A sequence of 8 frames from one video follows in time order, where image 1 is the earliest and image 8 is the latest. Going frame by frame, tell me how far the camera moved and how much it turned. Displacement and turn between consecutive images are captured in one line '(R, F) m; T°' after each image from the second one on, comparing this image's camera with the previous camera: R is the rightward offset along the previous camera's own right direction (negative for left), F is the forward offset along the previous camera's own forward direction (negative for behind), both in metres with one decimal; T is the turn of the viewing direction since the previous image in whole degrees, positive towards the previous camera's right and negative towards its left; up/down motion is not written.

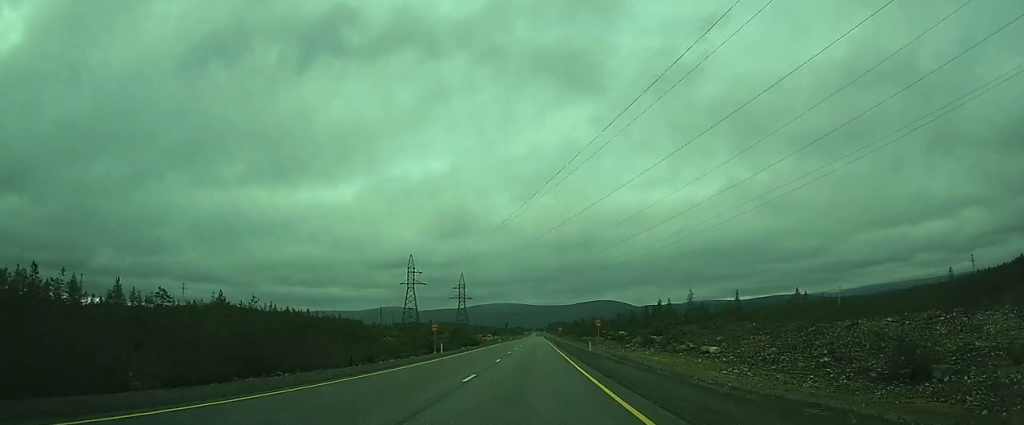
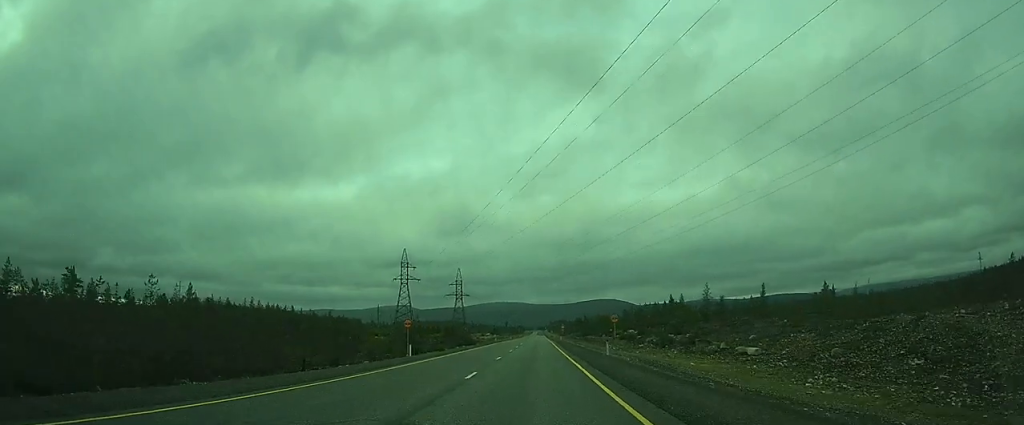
(0.0, +11.7) m; 0°
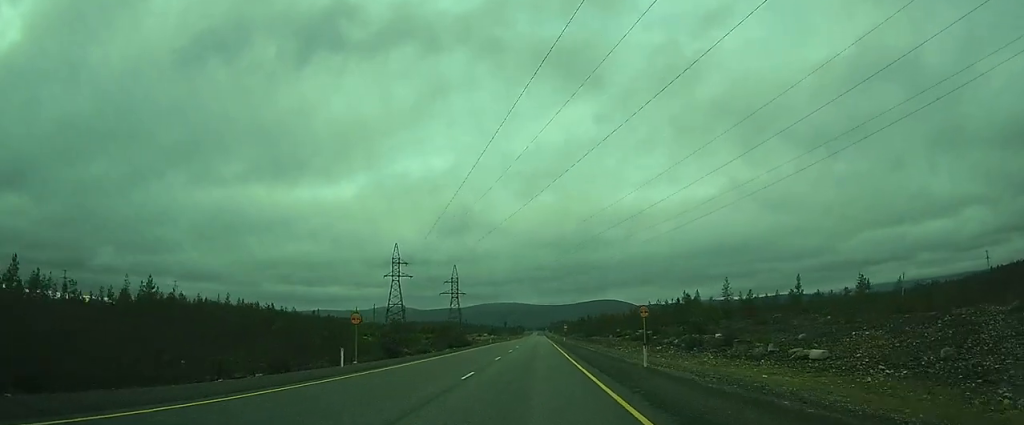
(0.0, +12.5) m; 0°
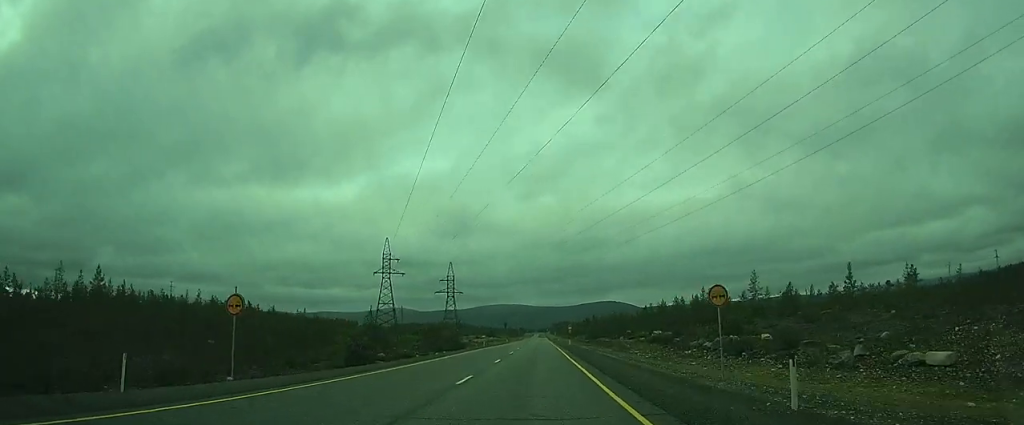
(0.0, +13.2) m; 0°
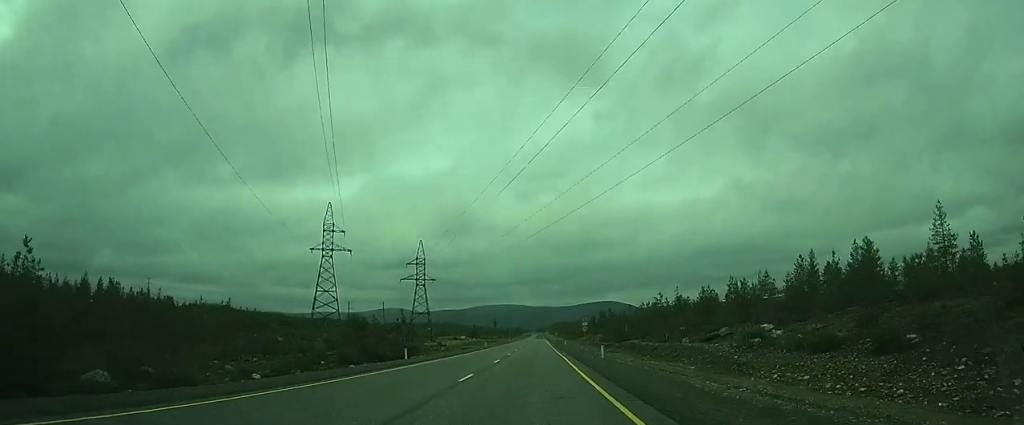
(+0.1, +46.5) m; 0°
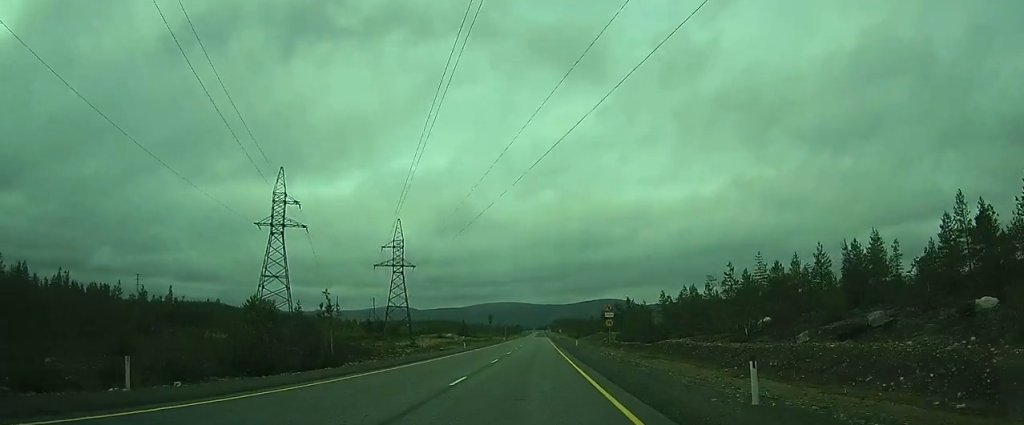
(-0.1, +25.6) m; 0°
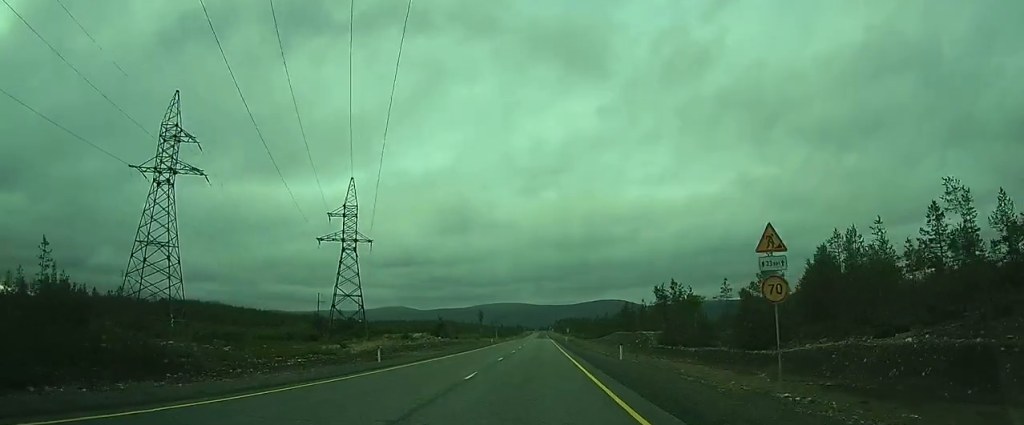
(+0.1, +34.3) m; 0°
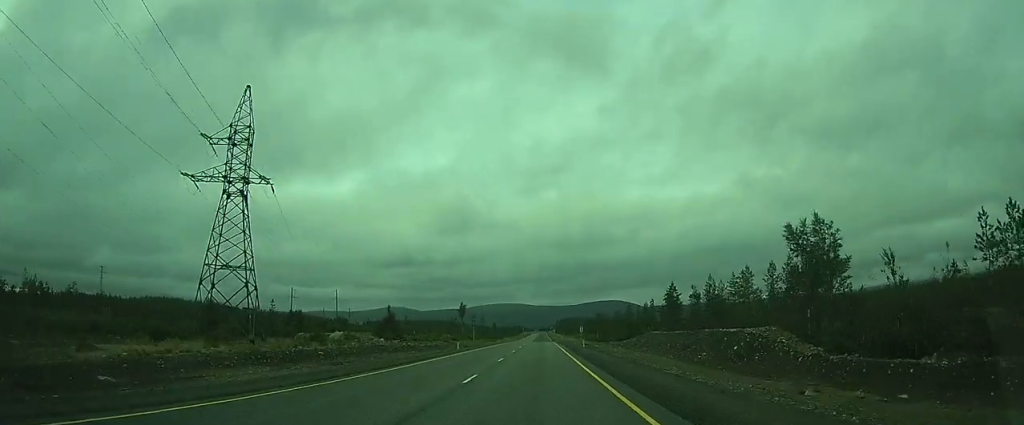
(-0.2, +37.5) m; 0°
